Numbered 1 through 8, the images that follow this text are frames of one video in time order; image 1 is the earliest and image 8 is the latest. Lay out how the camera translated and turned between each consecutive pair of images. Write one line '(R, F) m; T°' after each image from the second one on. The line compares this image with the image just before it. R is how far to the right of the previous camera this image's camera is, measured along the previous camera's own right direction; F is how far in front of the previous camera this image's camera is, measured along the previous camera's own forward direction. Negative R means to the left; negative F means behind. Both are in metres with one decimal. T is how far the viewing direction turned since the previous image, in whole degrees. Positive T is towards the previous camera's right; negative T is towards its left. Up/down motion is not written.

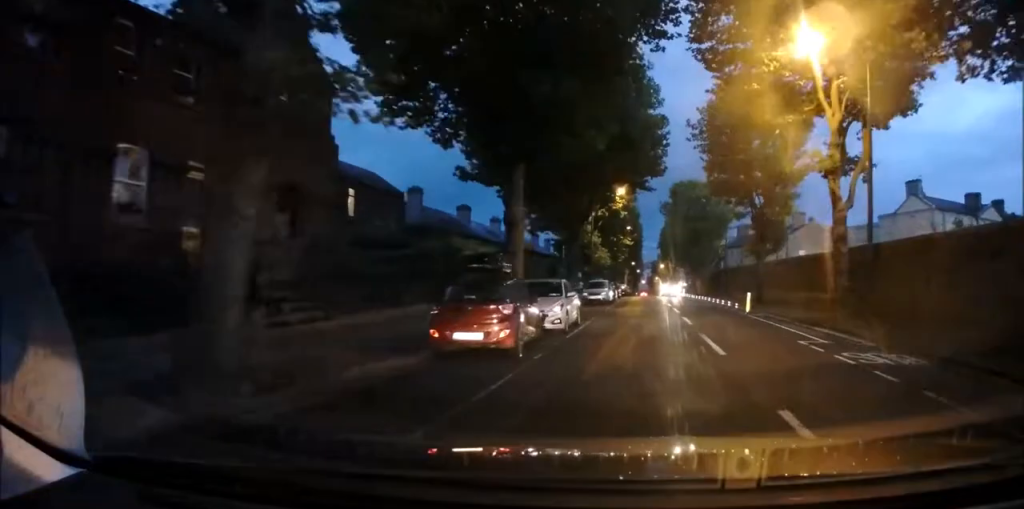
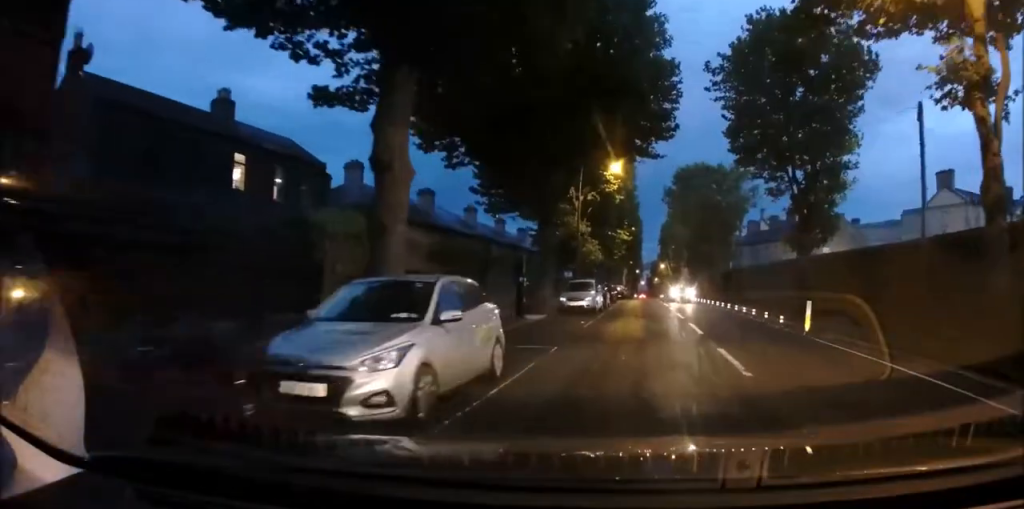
(+0.2, +9.9) m; 0°
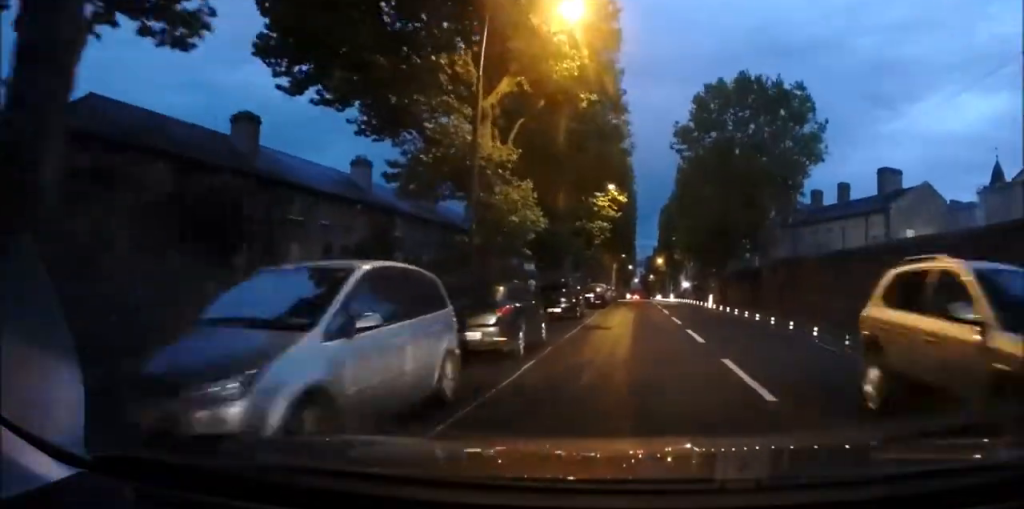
(-0.3, +22.6) m; -1°
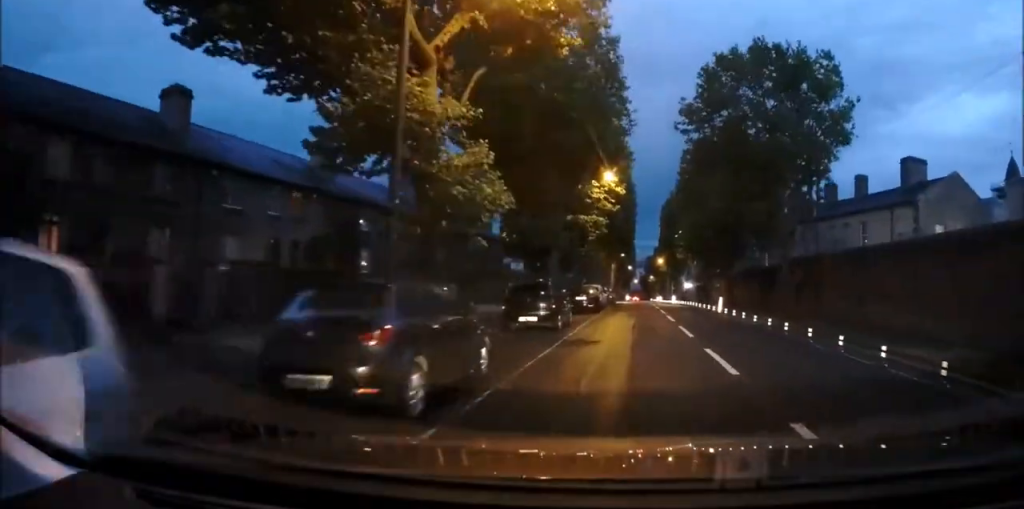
(+0.1, +4.8) m; 0°
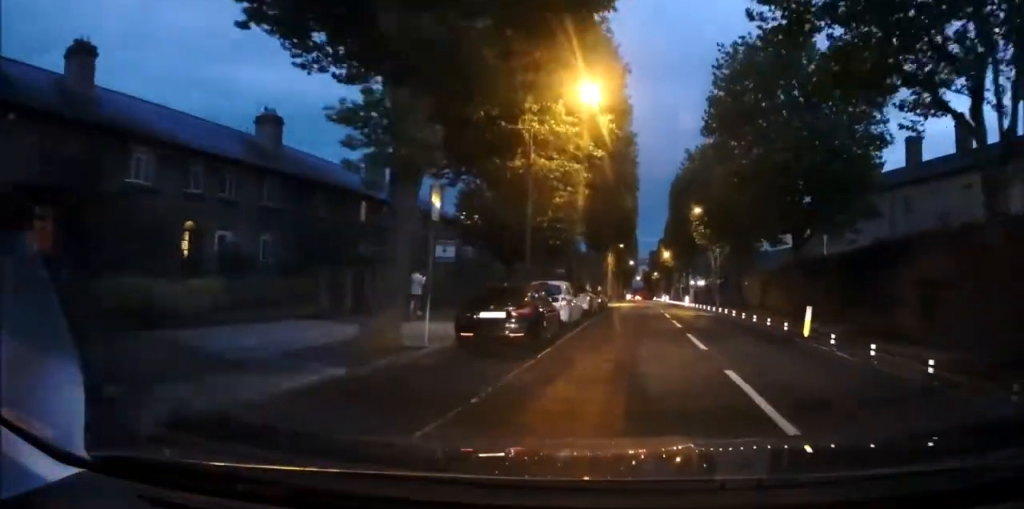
(-0.1, +18.1) m; 0°
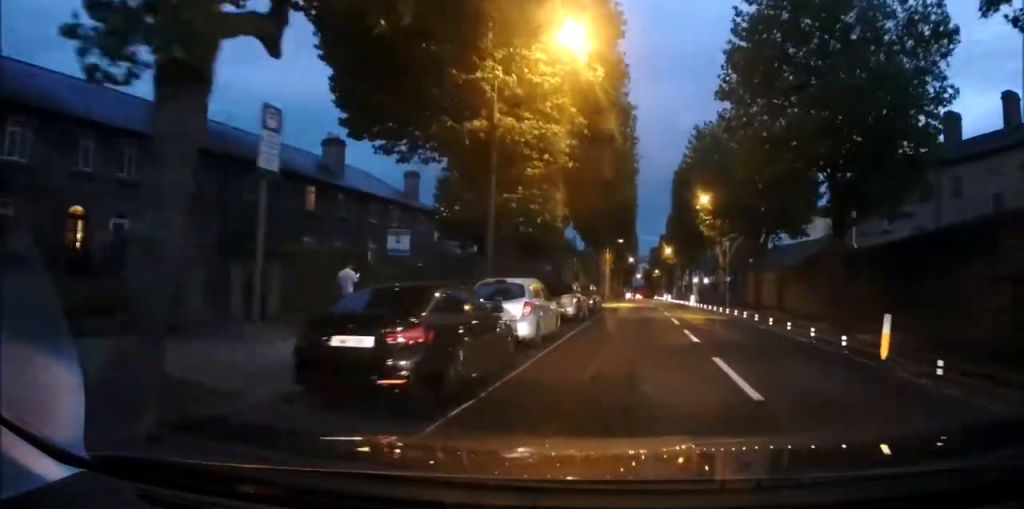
(+0.1, +5.9) m; +1°
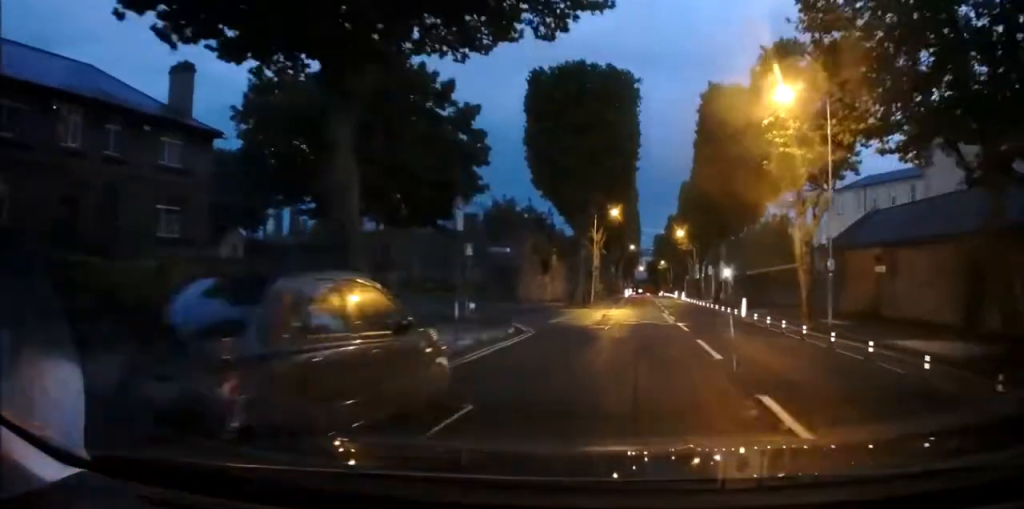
(+0.1, +25.6) m; -2°
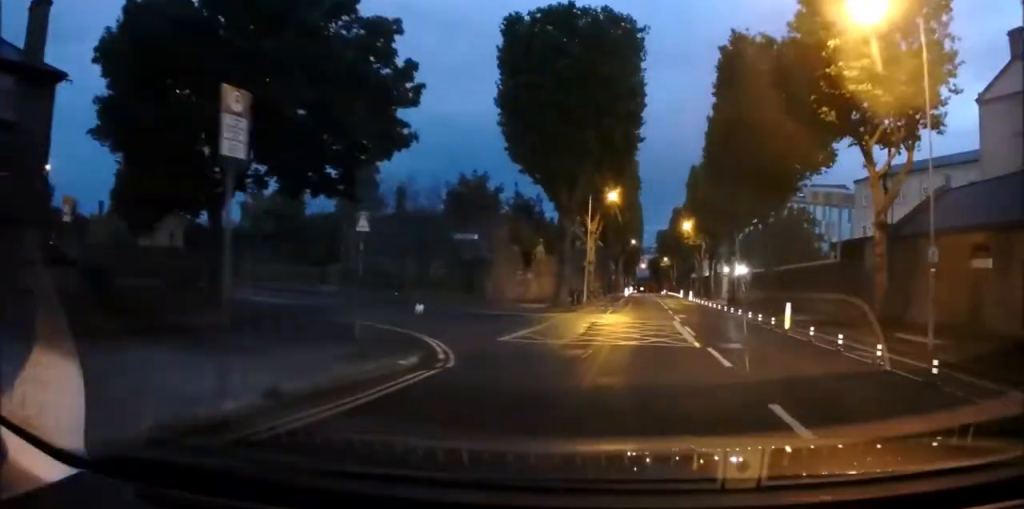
(-0.3, +8.3) m; -1°
